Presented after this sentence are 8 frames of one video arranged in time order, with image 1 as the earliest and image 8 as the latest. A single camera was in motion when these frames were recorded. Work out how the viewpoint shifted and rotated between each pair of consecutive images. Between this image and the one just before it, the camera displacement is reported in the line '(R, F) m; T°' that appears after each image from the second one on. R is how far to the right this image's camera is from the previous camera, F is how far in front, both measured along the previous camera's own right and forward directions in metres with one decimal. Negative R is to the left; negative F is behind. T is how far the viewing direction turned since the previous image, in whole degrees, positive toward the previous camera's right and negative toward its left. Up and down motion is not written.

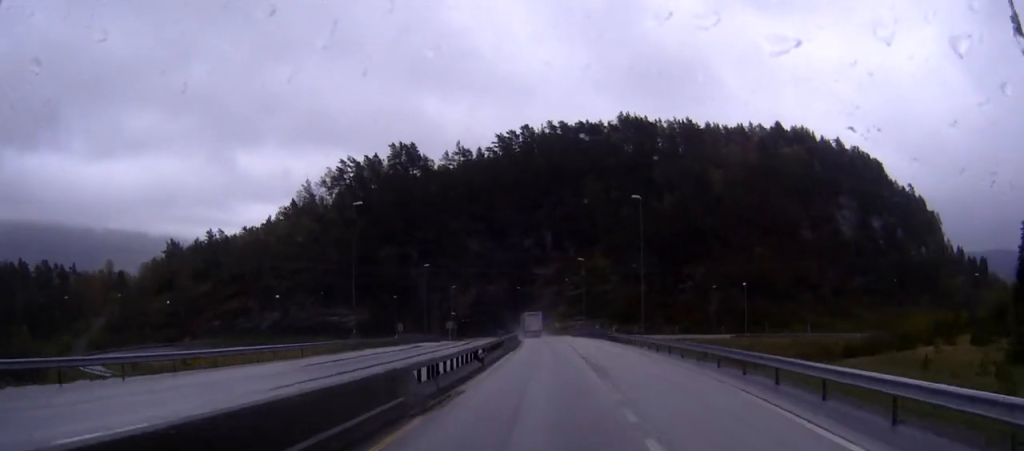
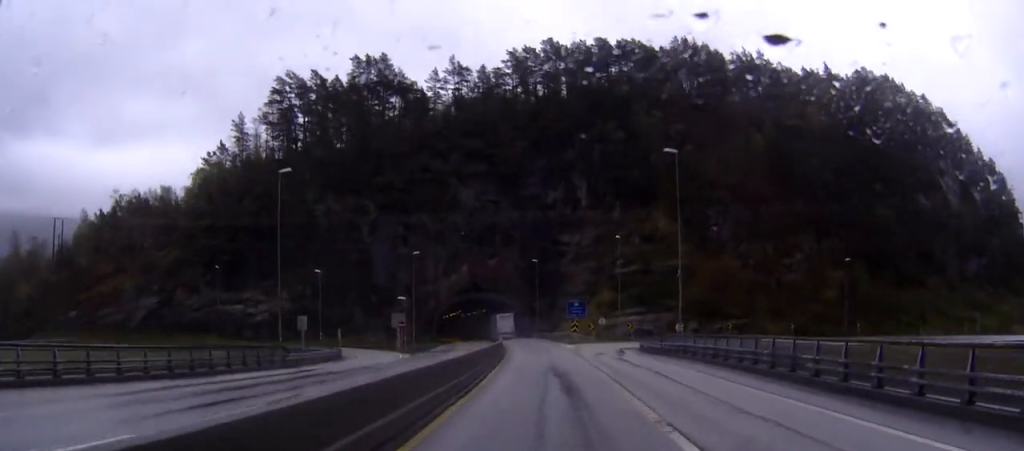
(-0.8, +77.0) m; -3°
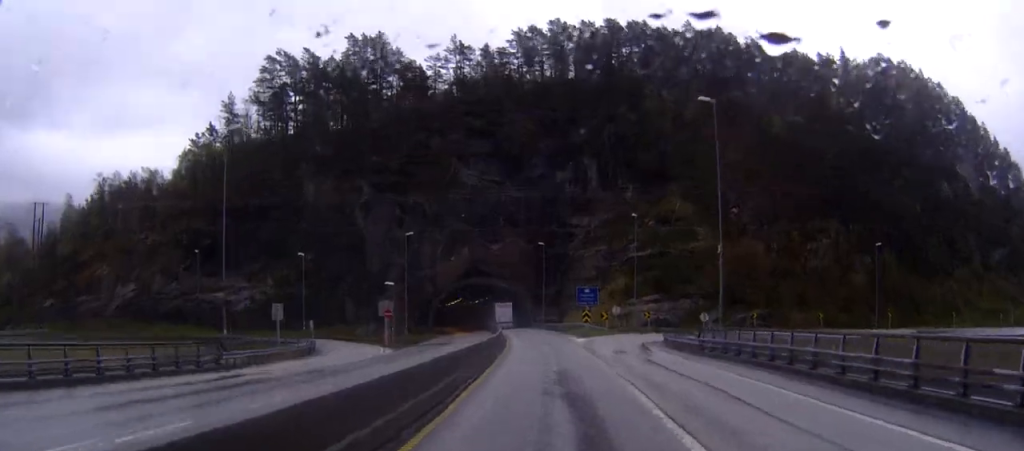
(-0.2, +9.5) m; -1°
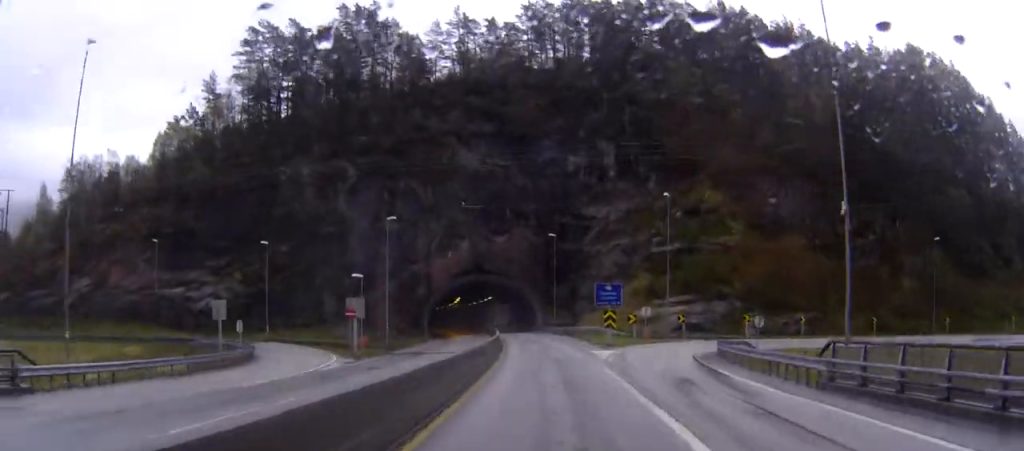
(-0.1, +15.1) m; -1°
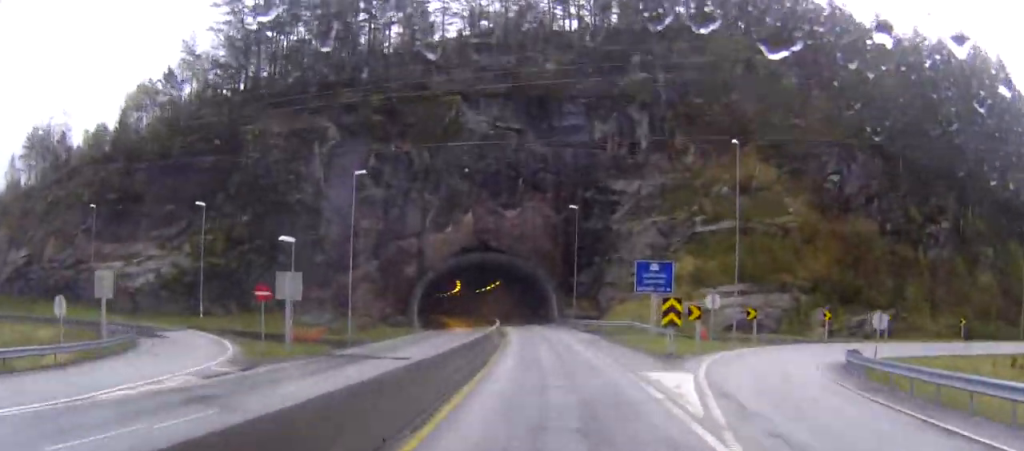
(0.0, +18.3) m; 0°
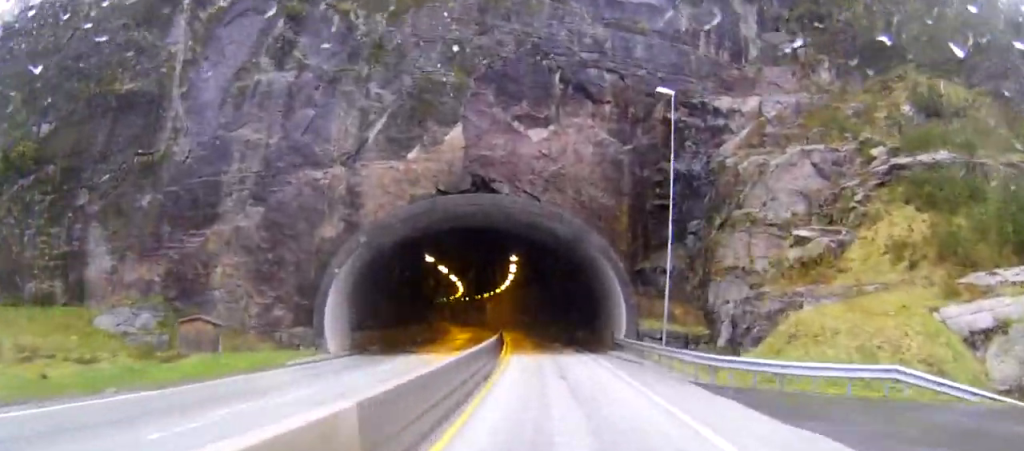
(0.0, +40.3) m; -2°
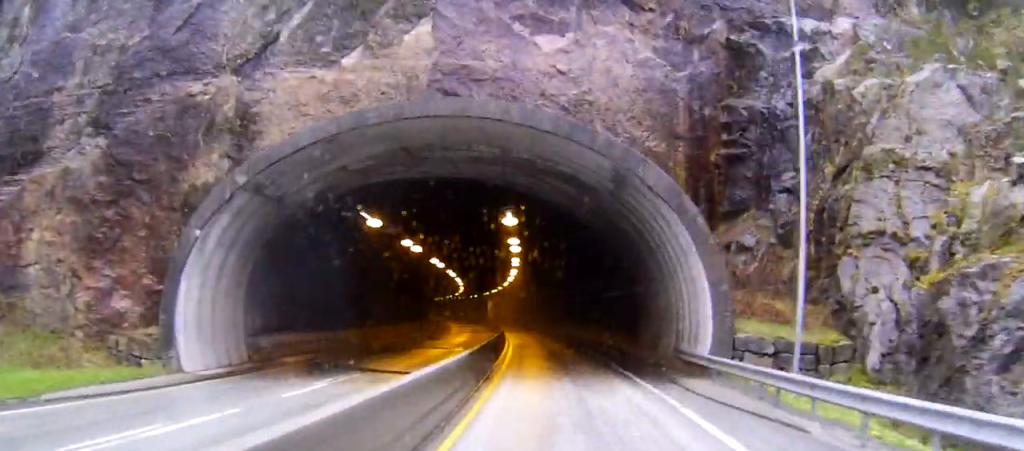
(-0.6, +16.5) m; -1°
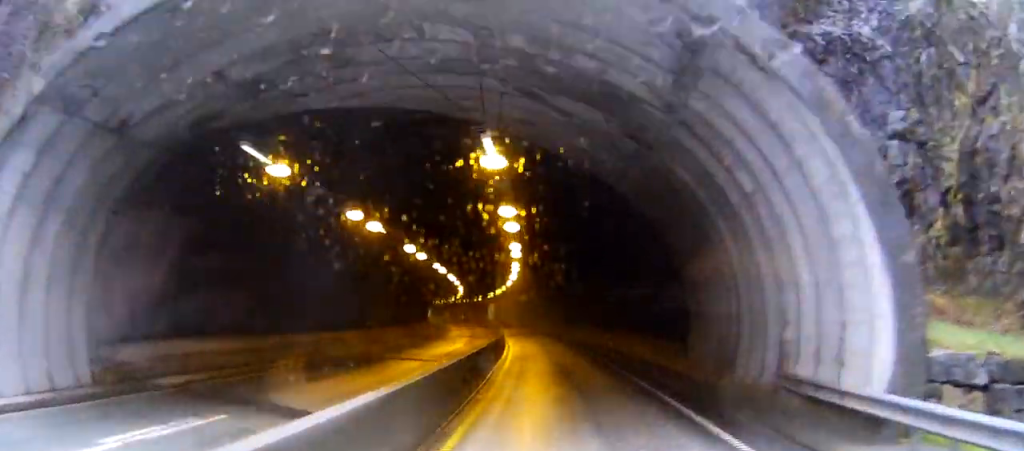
(-0.2, +10.3) m; -1°
